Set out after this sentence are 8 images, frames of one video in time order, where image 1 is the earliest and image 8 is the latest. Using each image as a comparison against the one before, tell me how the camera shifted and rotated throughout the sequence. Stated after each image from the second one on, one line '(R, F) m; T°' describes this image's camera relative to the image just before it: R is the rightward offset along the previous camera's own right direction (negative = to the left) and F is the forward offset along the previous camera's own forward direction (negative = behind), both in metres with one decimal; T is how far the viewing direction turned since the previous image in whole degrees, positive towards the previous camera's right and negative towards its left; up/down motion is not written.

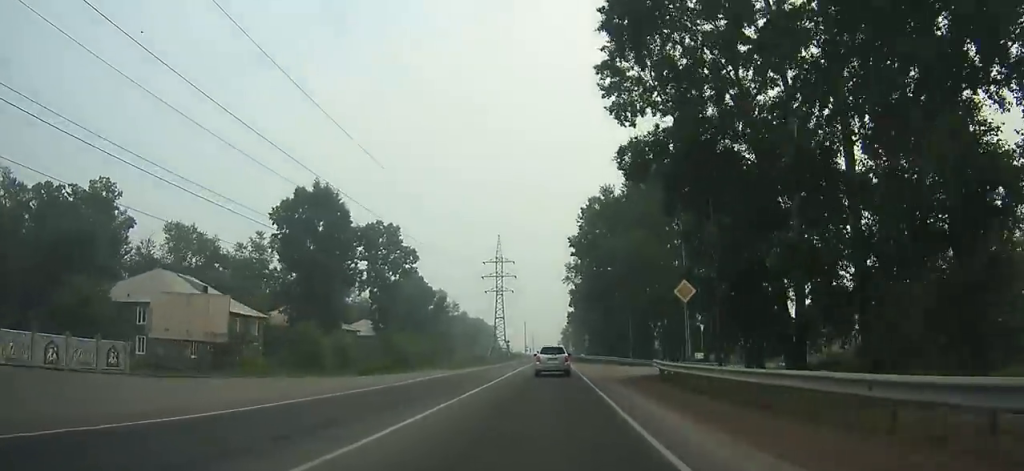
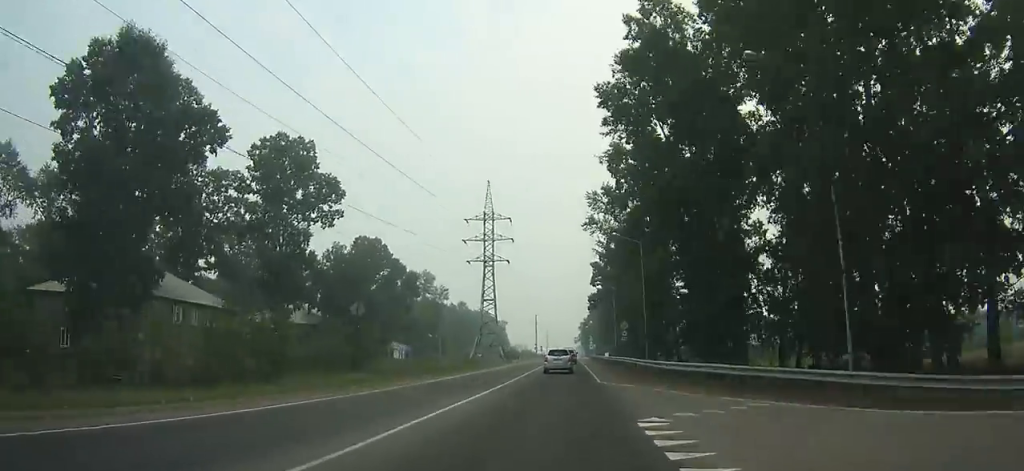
(-0.2, +50.7) m; 0°
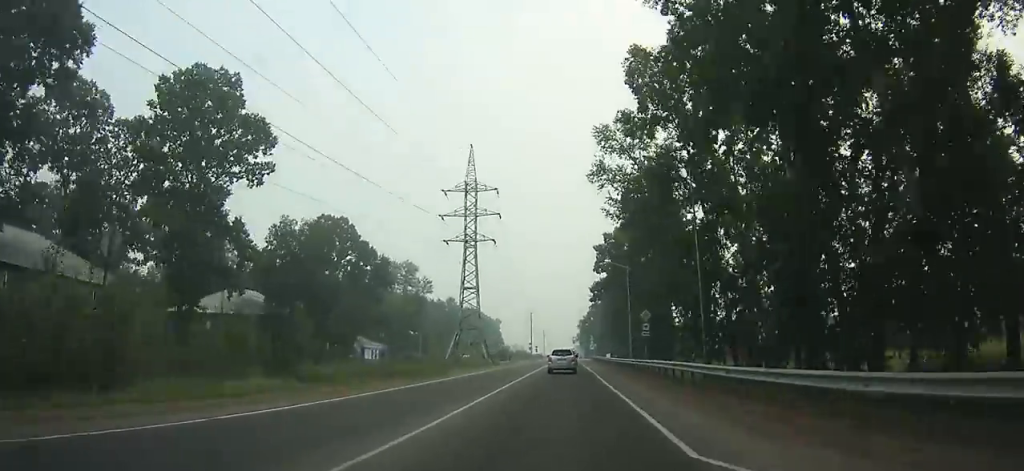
(0.0, +17.4) m; 0°
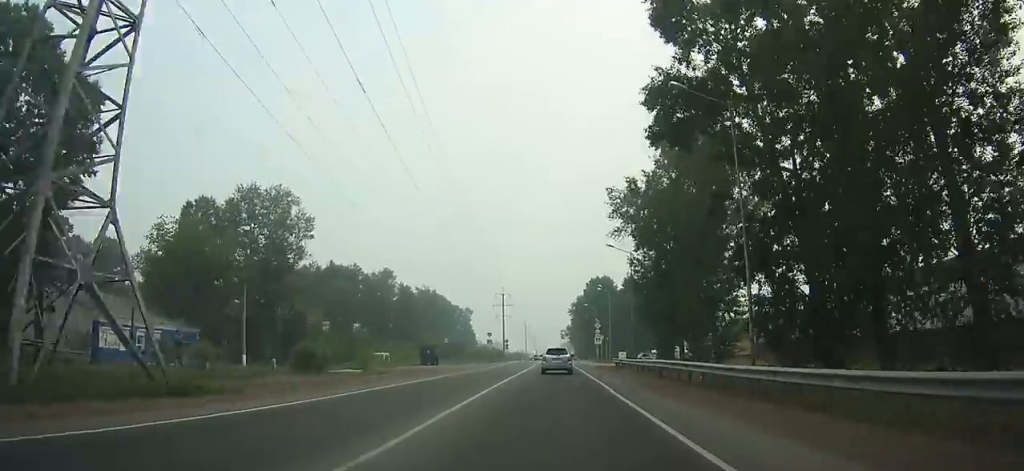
(+0.1, +61.8) m; 0°
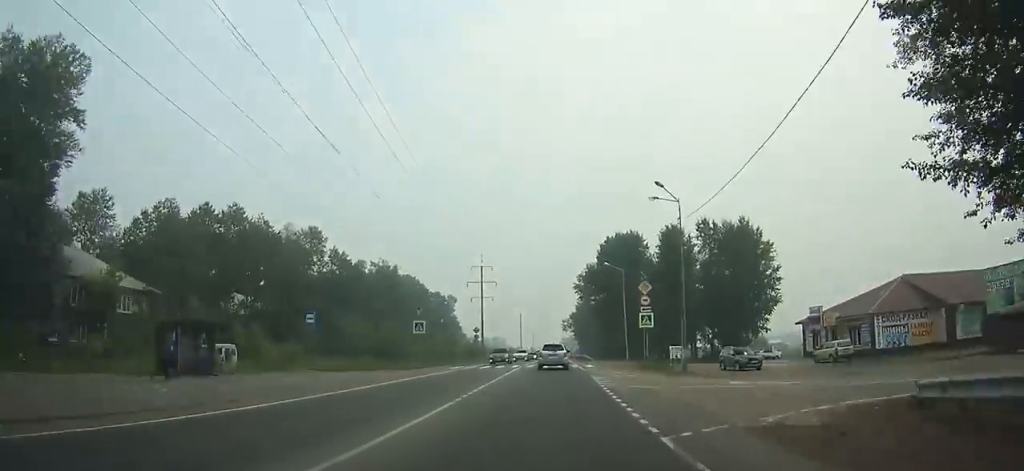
(0.0, +46.1) m; 0°
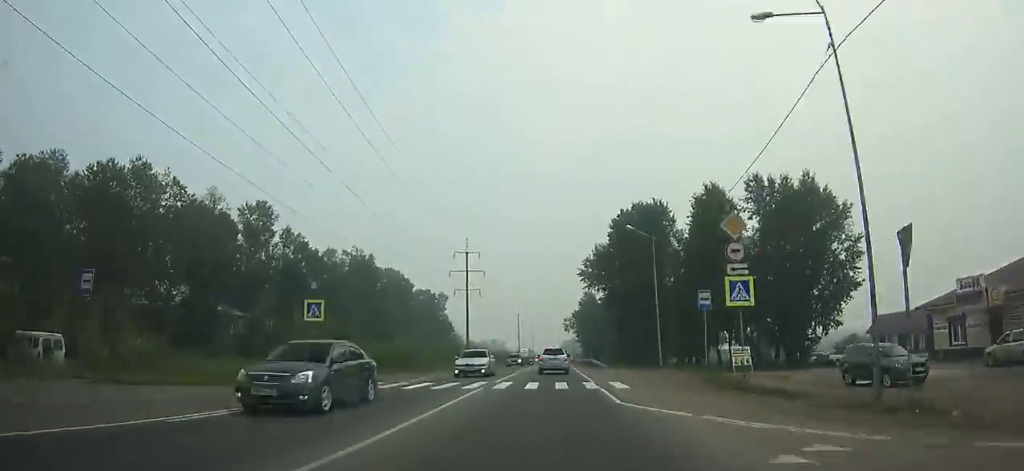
(0.0, +18.8) m; 0°
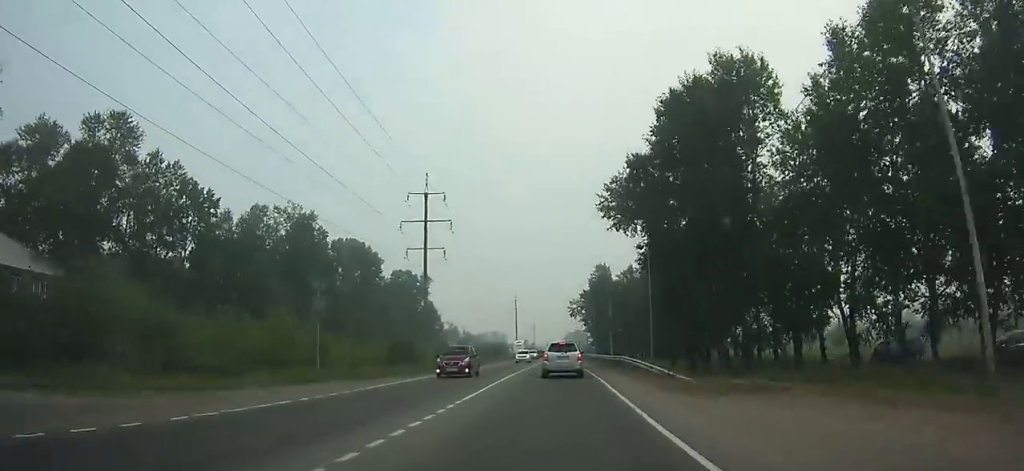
(0.0, +30.1) m; 0°
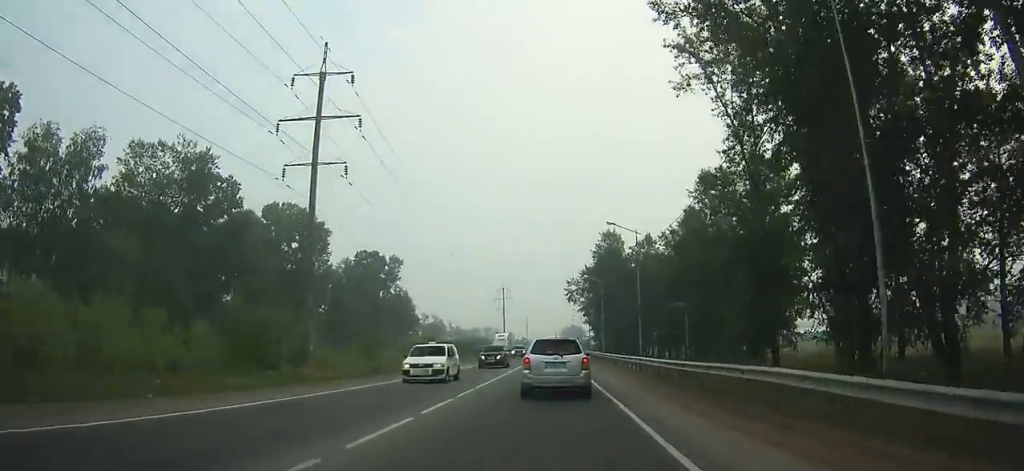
(0.0, +28.5) m; 0°
